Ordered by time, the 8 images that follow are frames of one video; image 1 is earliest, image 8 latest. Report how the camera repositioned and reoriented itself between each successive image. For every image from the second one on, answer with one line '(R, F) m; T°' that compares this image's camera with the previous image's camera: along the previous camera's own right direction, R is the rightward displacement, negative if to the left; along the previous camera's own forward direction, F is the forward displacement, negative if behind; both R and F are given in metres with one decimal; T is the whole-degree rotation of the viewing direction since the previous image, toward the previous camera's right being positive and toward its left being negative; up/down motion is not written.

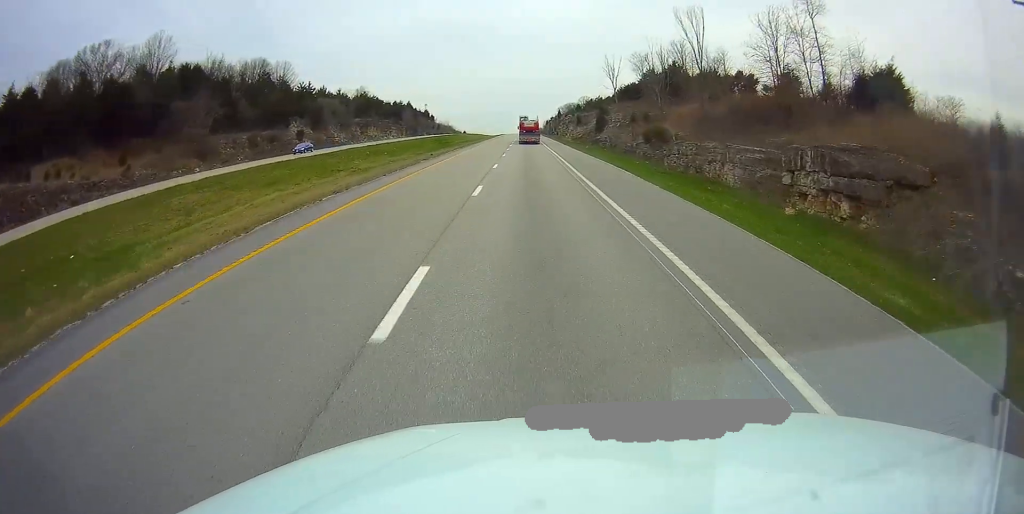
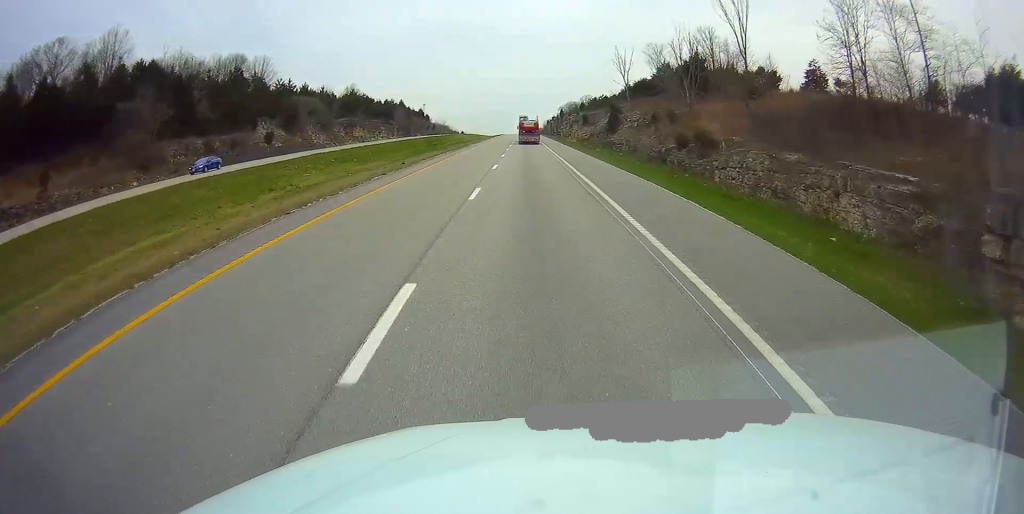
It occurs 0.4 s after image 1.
(+0.1, +13.1) m; 0°
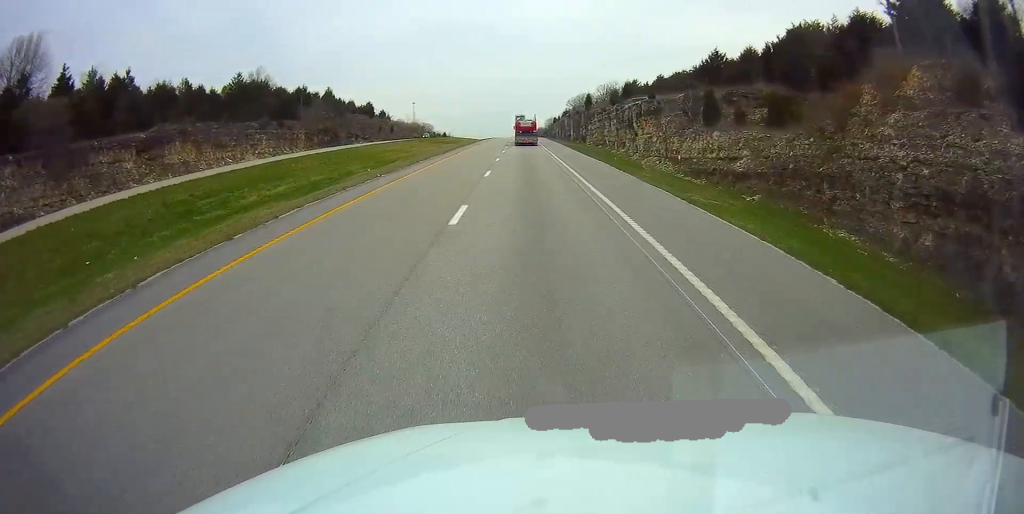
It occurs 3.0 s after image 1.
(-0.2, +77.1) m; 0°
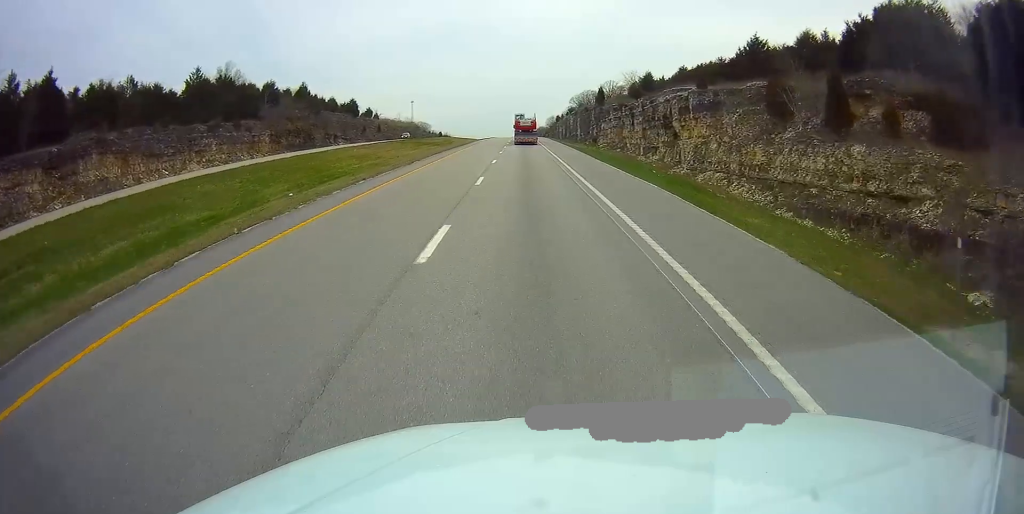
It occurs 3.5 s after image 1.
(+0.2, +15.9) m; 0°
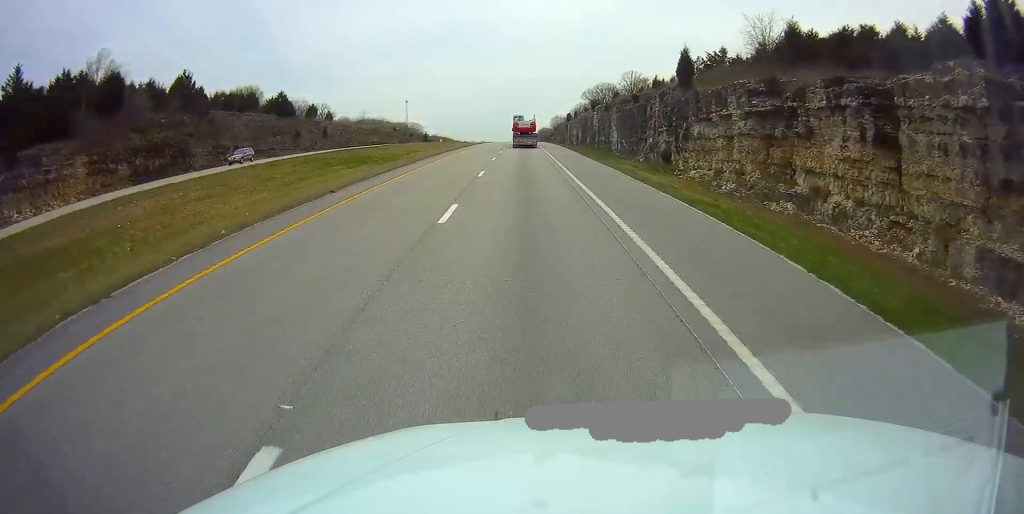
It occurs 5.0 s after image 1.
(-0.2, +44.6) m; 0°
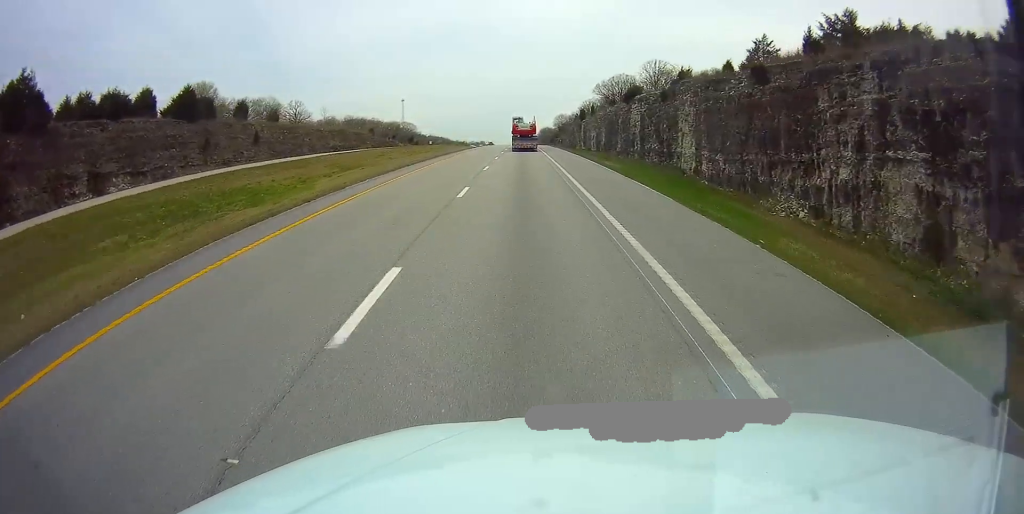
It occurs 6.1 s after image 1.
(0.0, +31.5) m; 0°
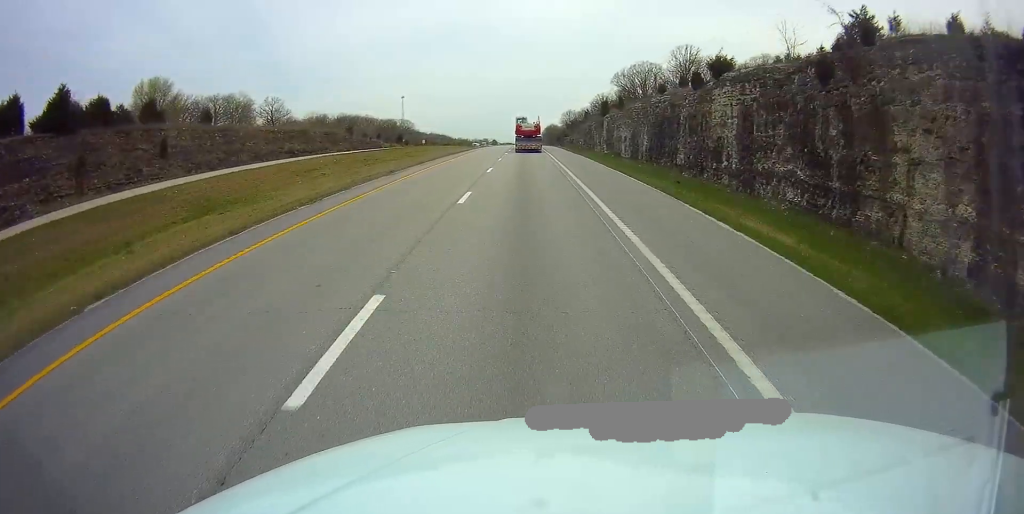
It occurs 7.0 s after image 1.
(0.0, +25.5) m; 0°
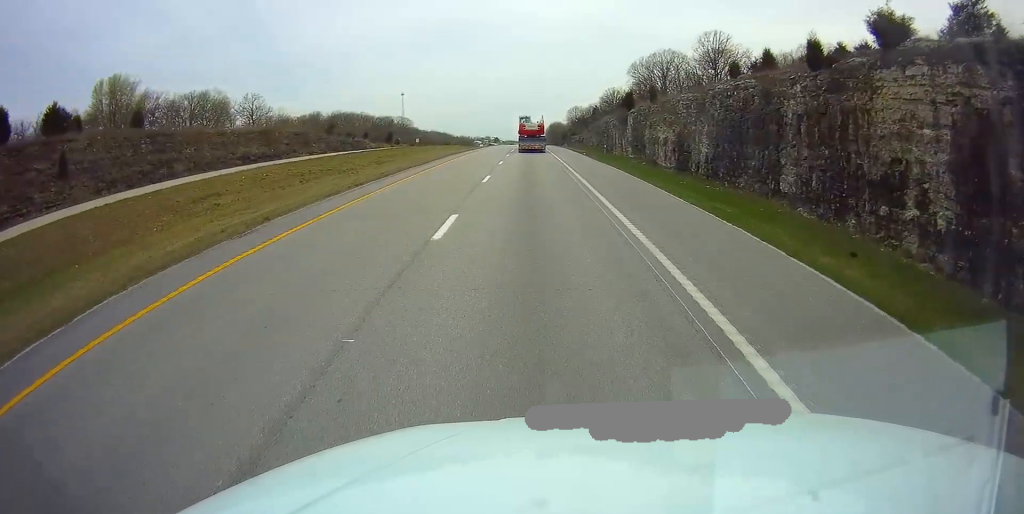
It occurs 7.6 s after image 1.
(0.0, +17.6) m; 0°
